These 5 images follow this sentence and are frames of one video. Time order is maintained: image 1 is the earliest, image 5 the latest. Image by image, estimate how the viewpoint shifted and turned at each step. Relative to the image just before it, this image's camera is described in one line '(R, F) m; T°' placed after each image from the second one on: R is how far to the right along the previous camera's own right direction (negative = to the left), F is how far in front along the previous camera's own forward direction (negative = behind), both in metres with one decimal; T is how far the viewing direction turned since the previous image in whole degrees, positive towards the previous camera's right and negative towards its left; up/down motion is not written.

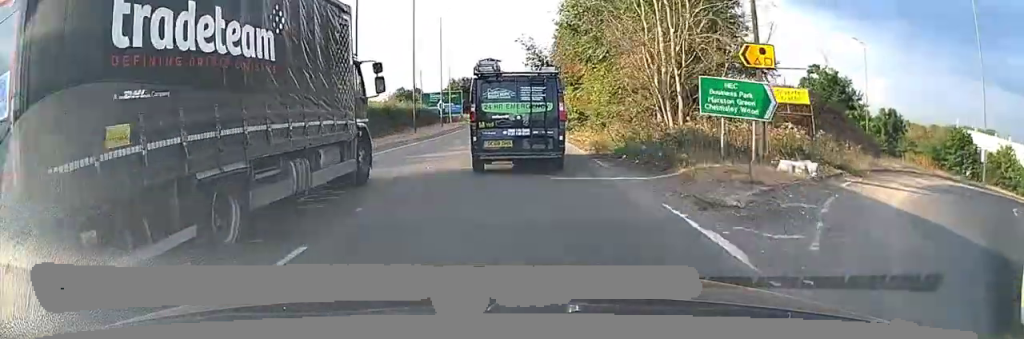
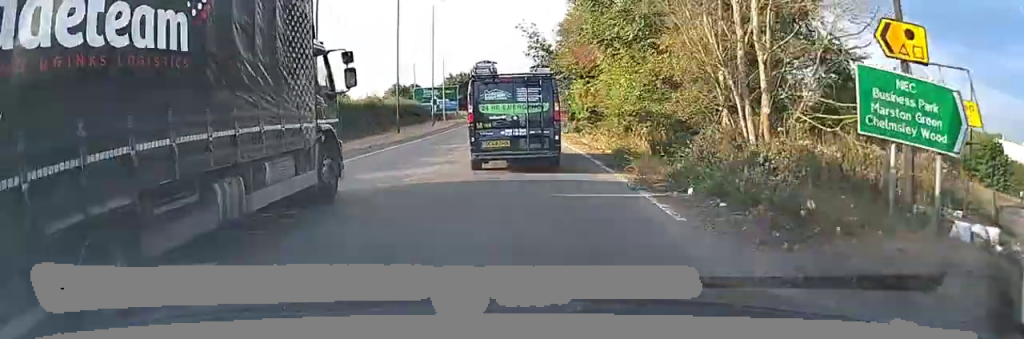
(+0.1, +5.8) m; +1°
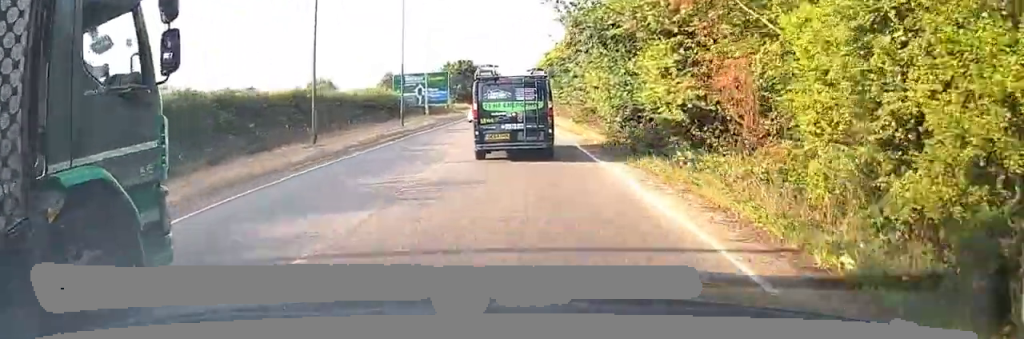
(+0.2, +16.3) m; +1°
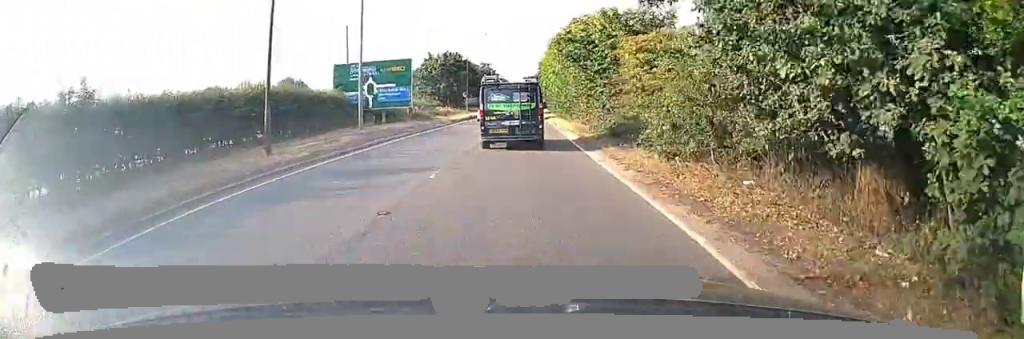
(0.0, +19.9) m; -1°
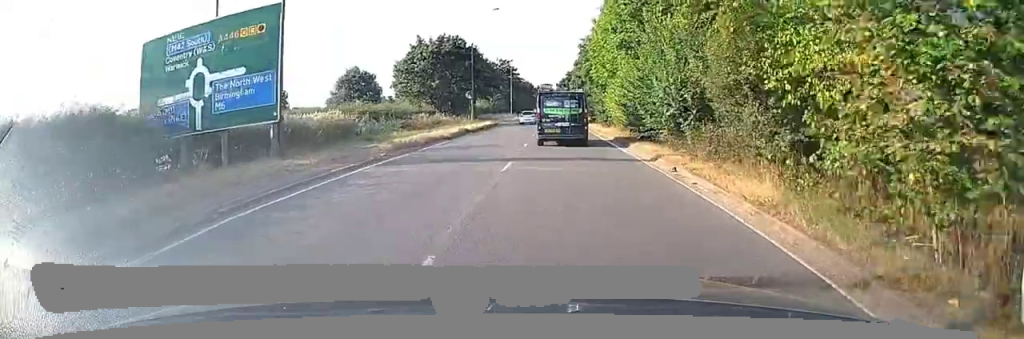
(-0.4, +23.9) m; -2°
